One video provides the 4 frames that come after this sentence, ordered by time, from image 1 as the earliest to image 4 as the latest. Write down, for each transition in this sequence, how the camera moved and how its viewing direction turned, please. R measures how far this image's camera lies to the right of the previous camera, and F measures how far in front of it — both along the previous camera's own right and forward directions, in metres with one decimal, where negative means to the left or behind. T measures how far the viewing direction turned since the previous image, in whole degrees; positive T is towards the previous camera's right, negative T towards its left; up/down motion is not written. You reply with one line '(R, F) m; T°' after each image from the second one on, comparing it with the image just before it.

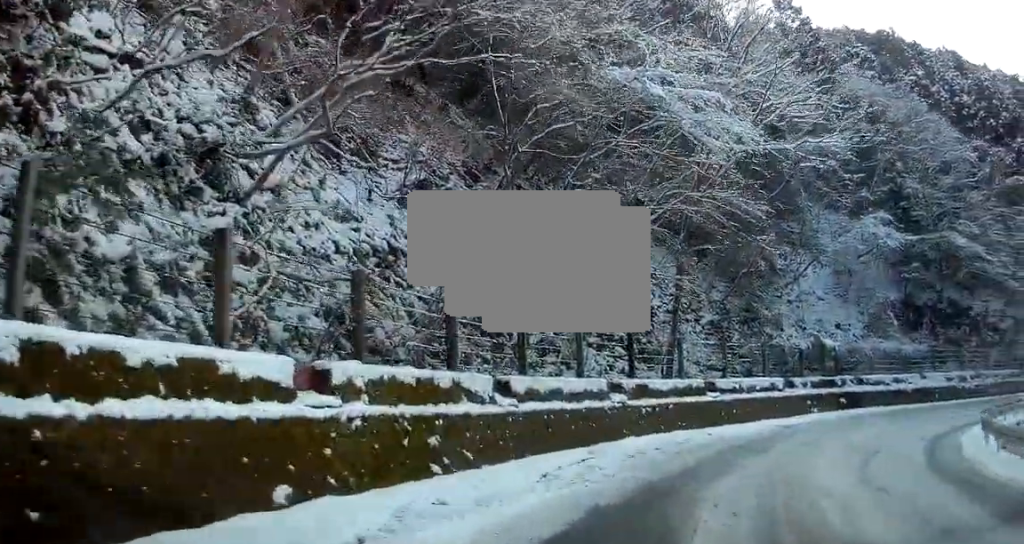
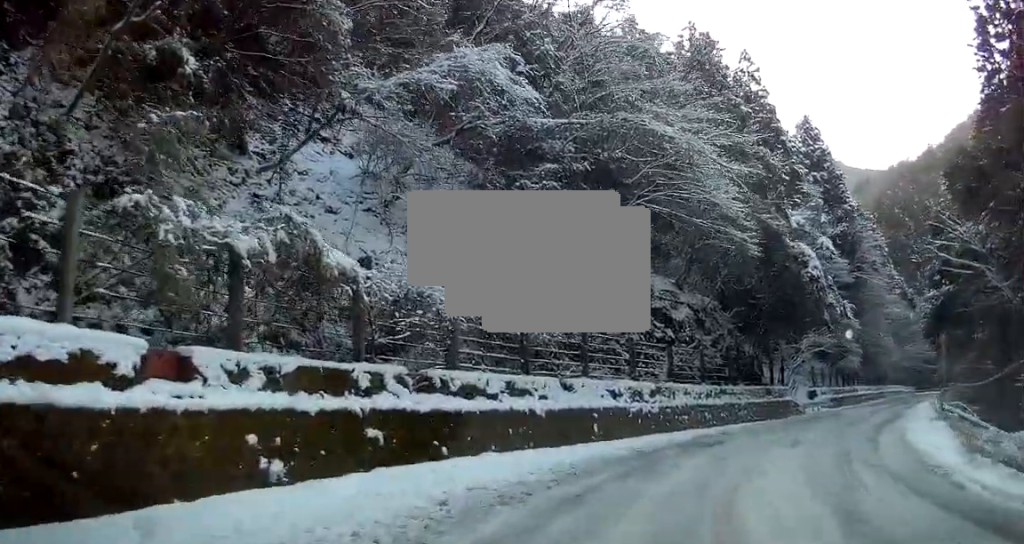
(+3.0, +19.9) m; +50°
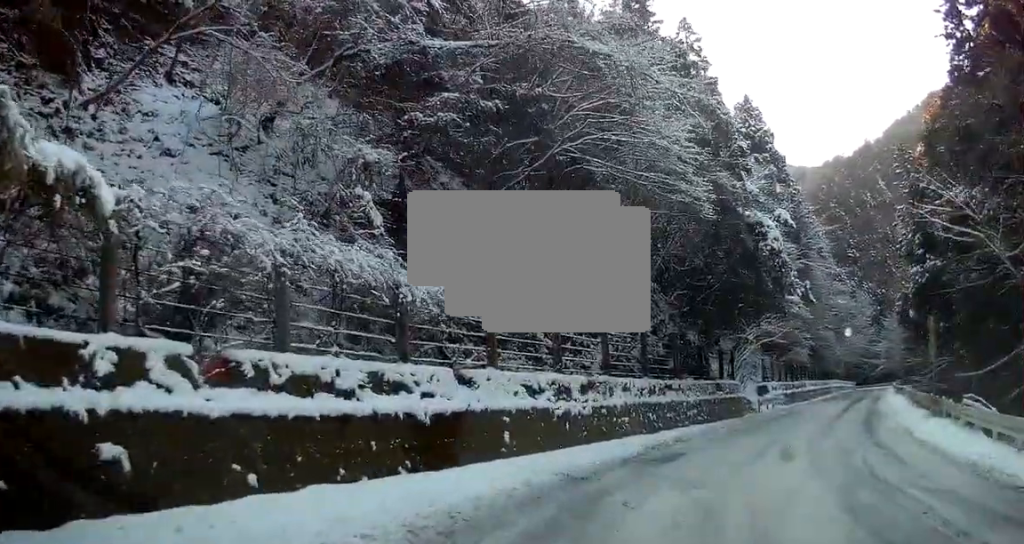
(+1.5, +4.7) m; +7°
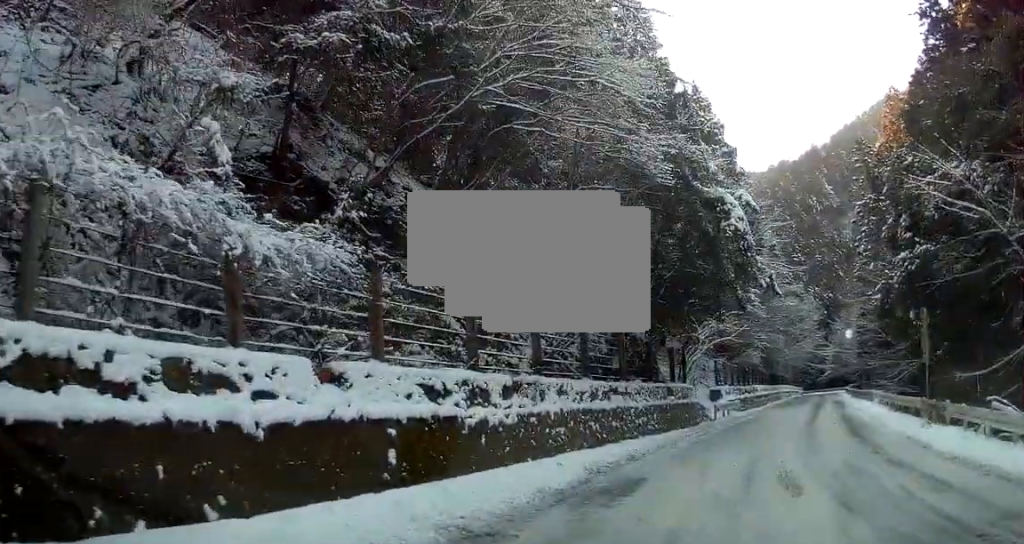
(+0.3, +3.9) m; +4°
